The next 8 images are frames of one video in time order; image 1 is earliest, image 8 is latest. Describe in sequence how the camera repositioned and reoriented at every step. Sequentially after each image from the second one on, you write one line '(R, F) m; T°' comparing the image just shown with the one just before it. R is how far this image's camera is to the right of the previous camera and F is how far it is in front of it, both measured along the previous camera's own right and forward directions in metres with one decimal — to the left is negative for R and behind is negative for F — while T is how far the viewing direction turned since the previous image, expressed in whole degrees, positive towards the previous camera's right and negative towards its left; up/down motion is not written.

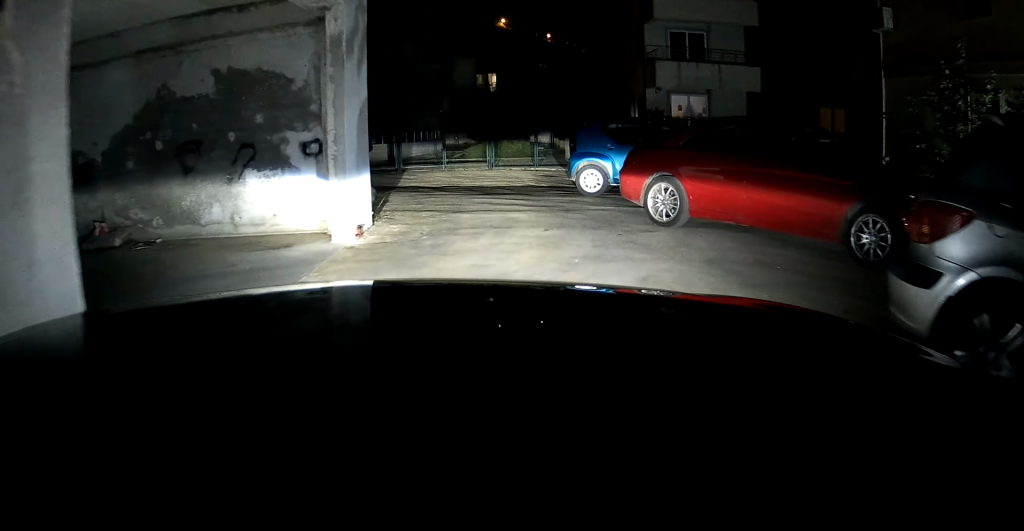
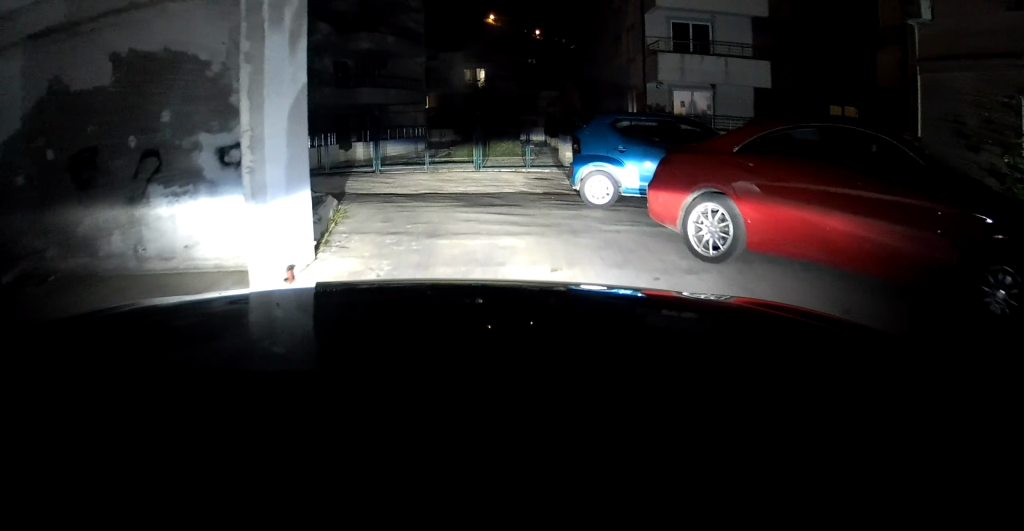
(-0.1, +1.5) m; 0°
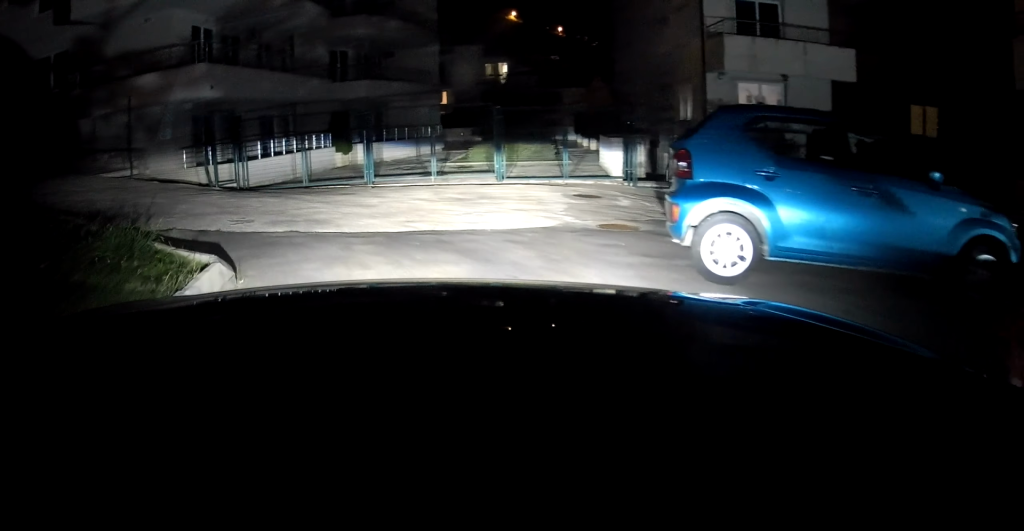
(+0.1, +3.8) m; +19°
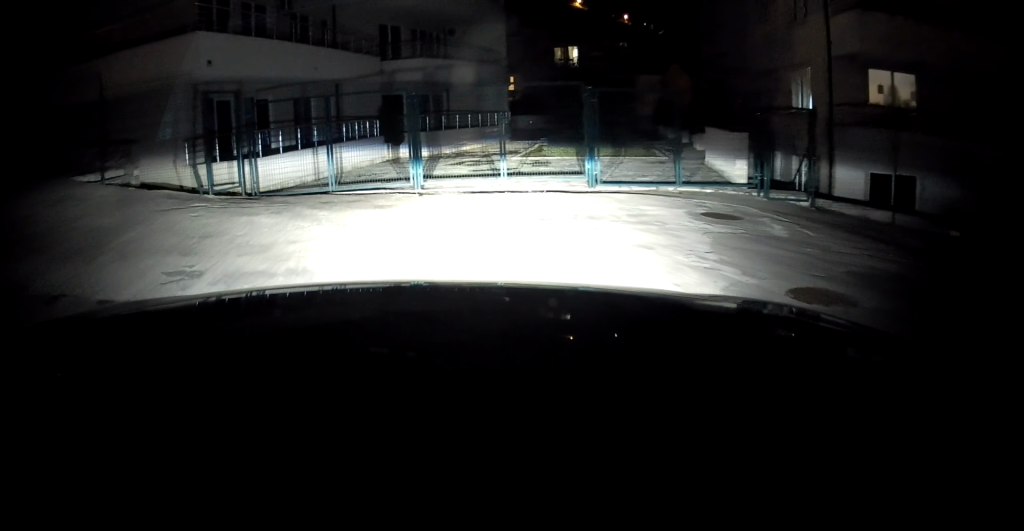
(+0.3, +3.3) m; -35°
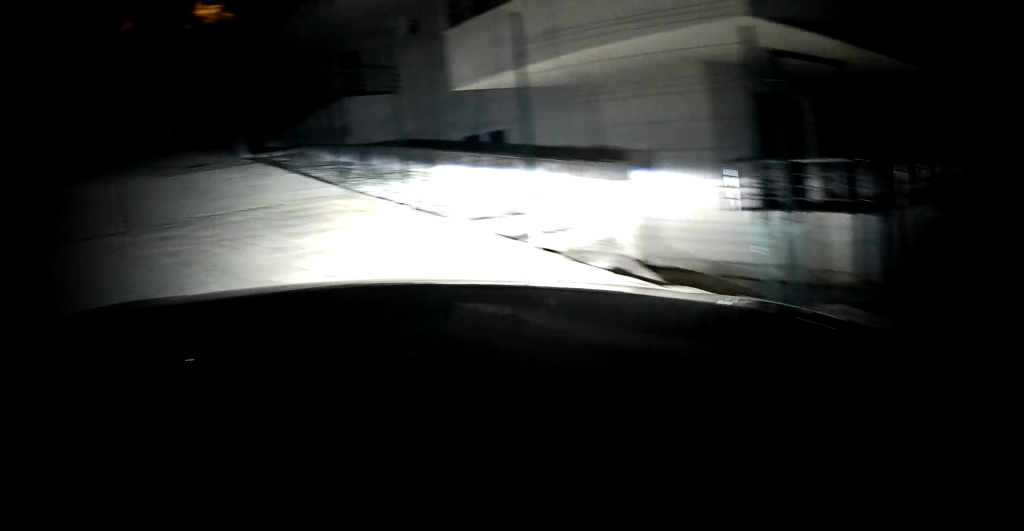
(-3.8, +2.7) m; -61°
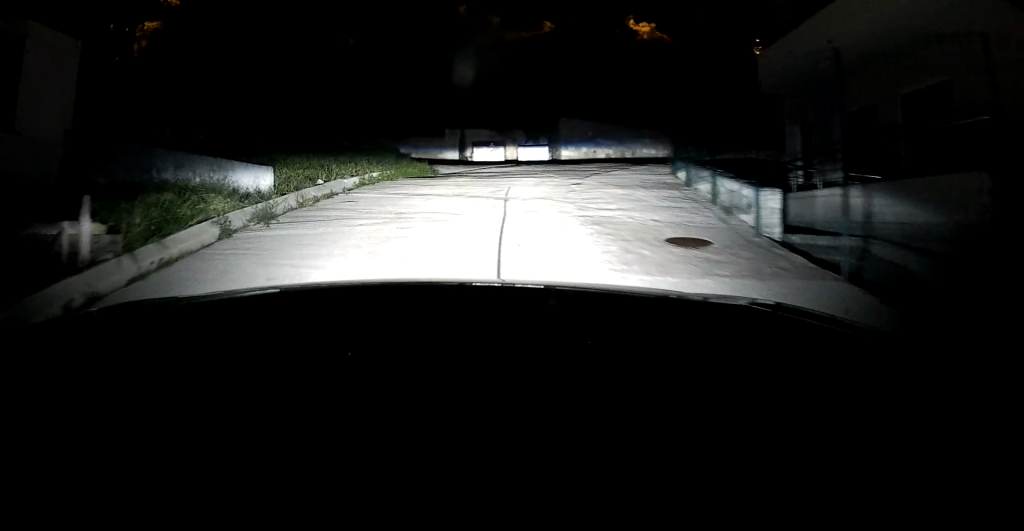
(-0.2, +5.6) m; -2°
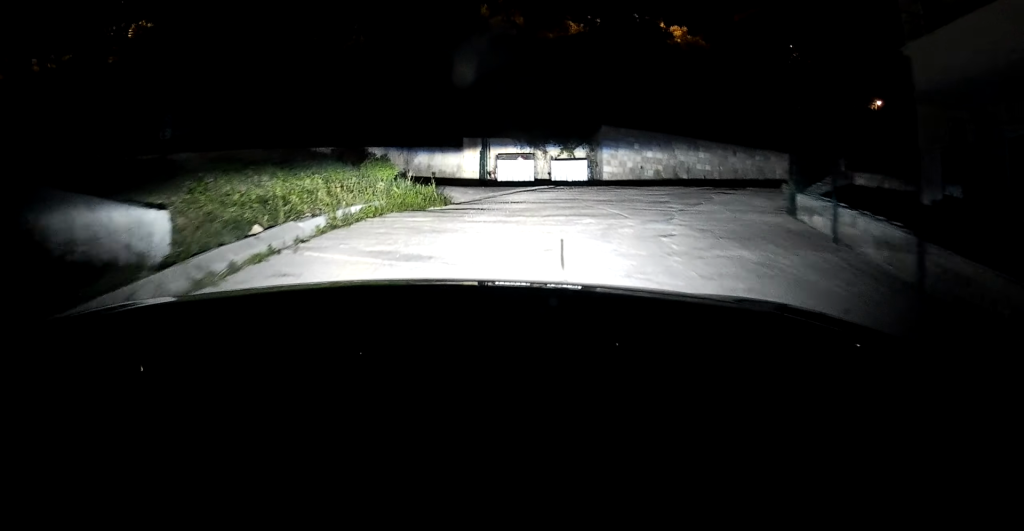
(0.0, +4.1) m; +4°
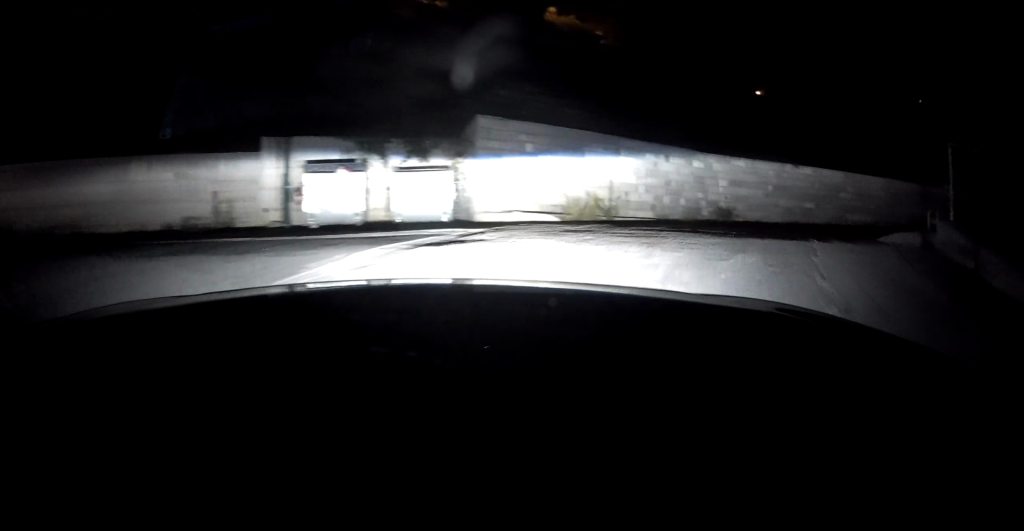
(+0.4, +7.5) m; +14°
